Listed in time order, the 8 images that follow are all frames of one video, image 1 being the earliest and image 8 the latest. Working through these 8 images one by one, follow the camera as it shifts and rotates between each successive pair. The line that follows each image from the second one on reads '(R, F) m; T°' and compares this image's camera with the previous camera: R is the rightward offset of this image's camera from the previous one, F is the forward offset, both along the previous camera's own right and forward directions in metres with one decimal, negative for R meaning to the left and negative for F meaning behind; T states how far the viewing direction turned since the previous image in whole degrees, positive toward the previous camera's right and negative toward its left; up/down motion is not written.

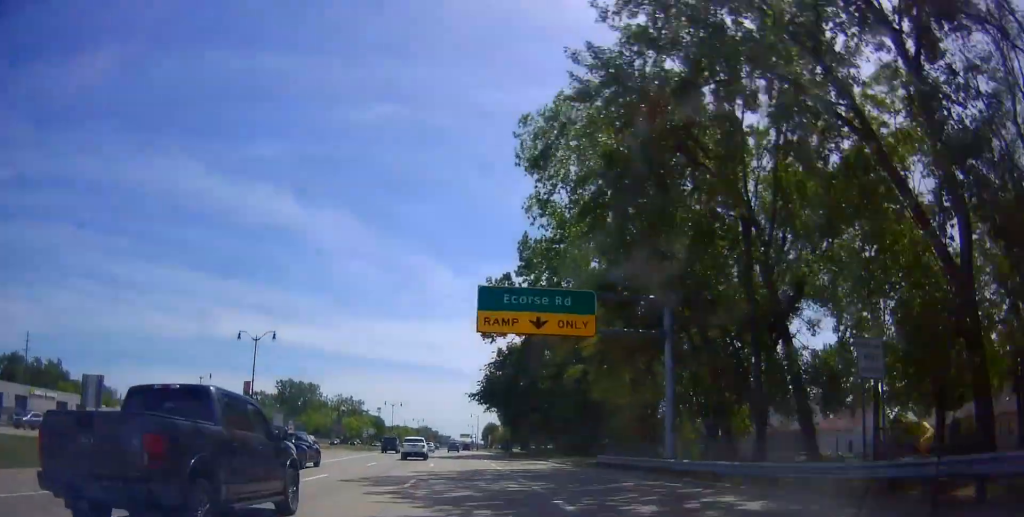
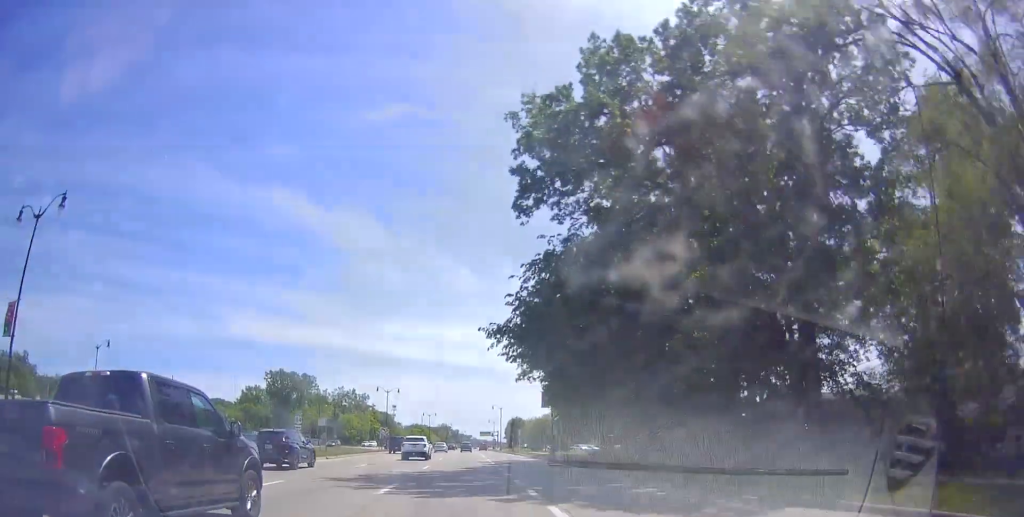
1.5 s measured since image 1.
(-0.5, +34.6) m; -1°
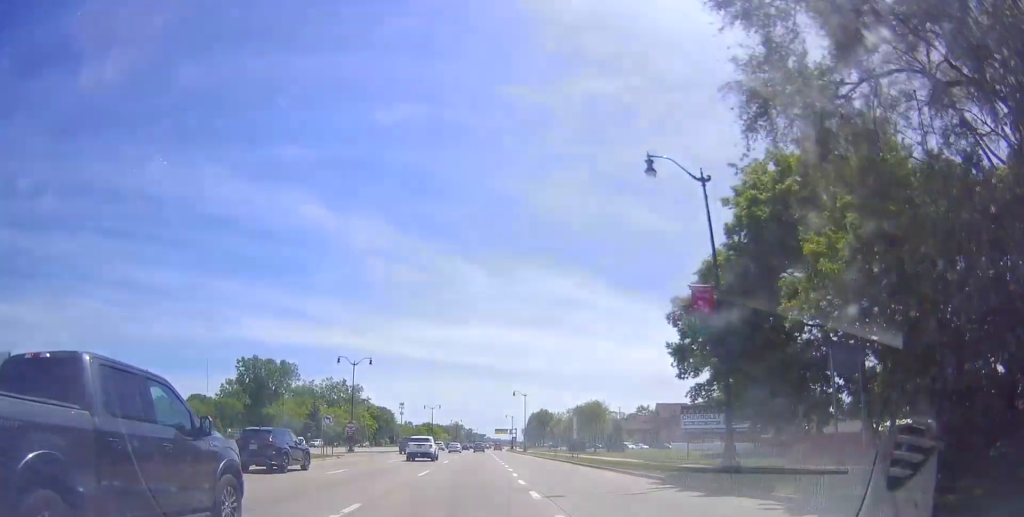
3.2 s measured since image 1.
(0.0, +36.9) m; -2°
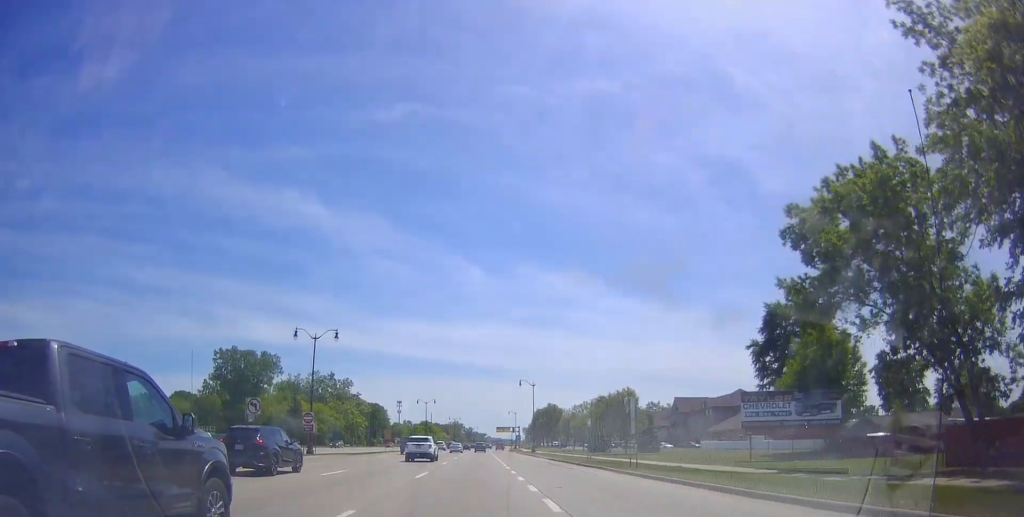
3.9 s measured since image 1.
(-0.3, +16.0) m; 0°
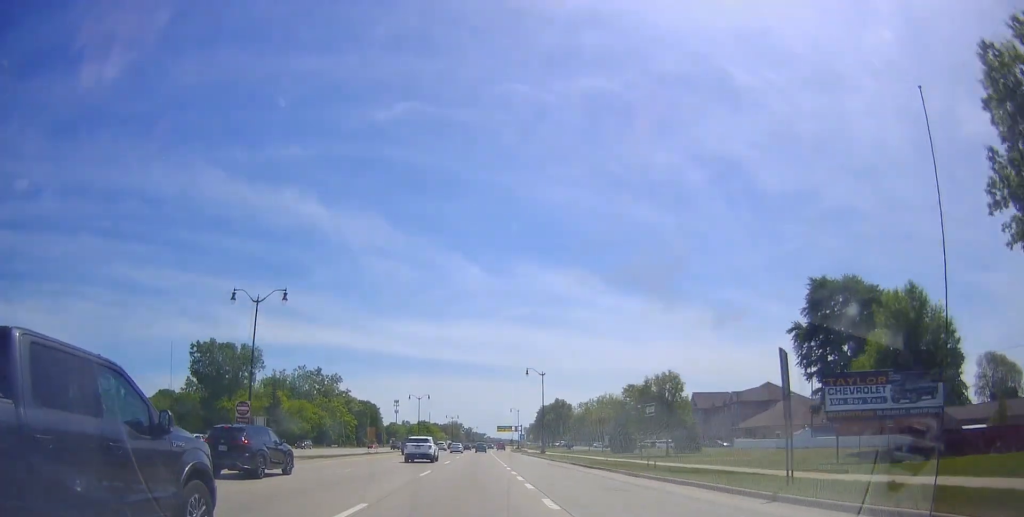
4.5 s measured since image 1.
(-0.1, +13.8) m; 0°
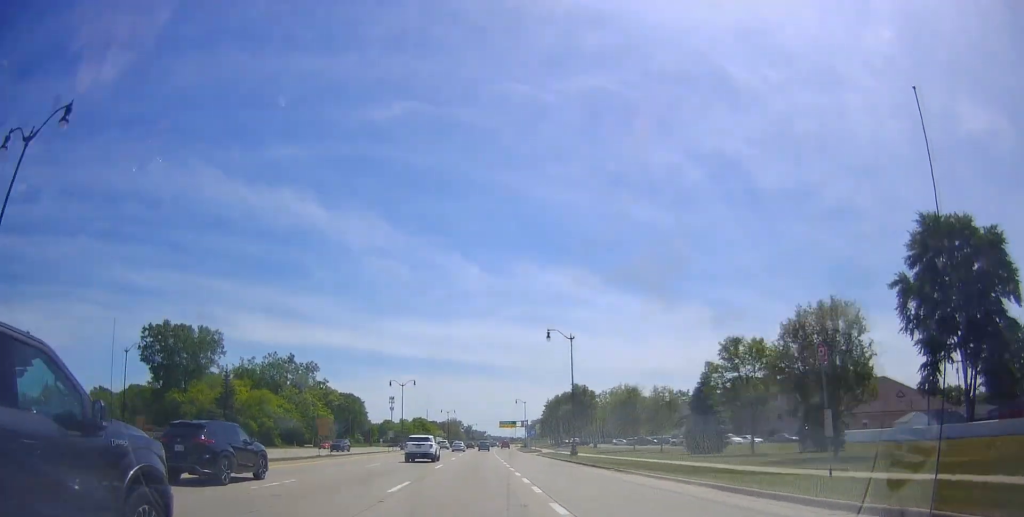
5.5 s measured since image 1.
(+0.3, +23.9) m; 0°
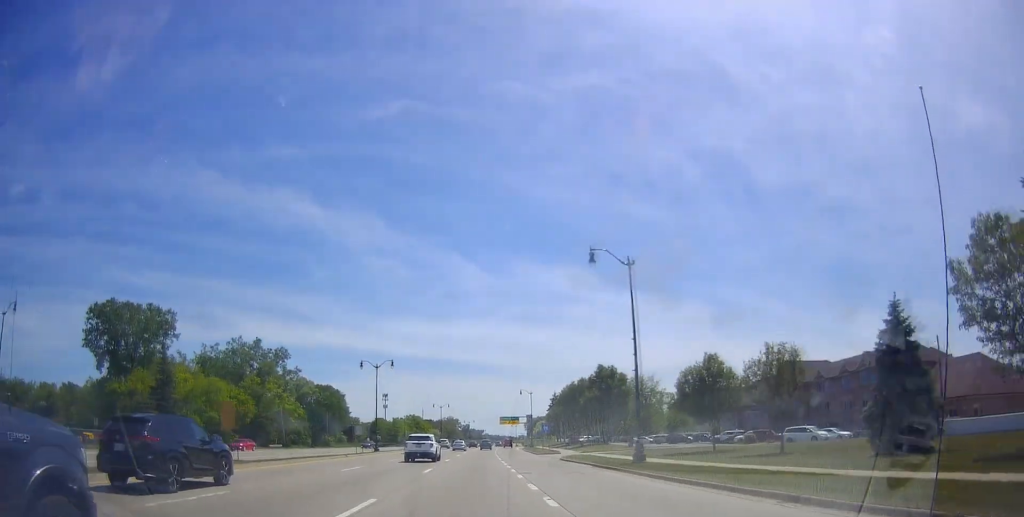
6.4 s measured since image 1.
(-0.2, +20.9) m; -1°
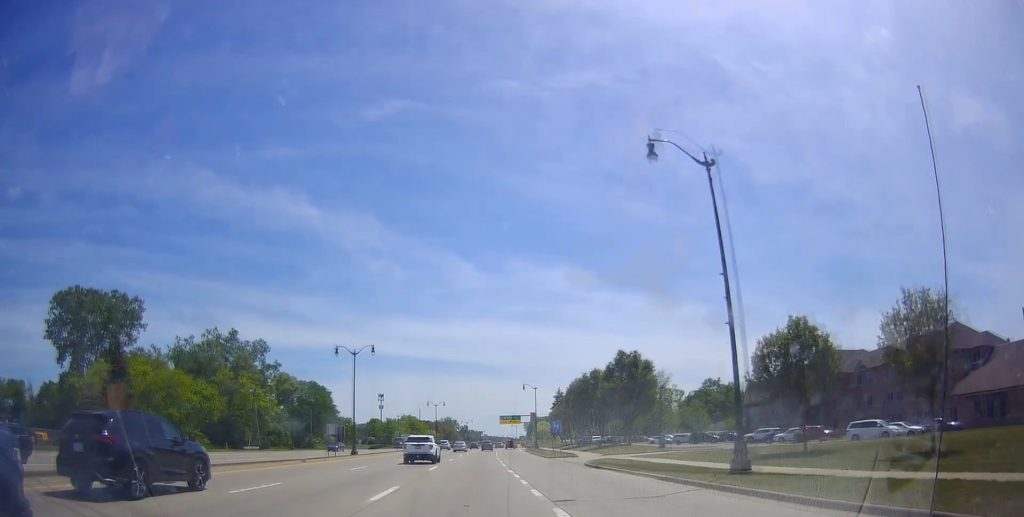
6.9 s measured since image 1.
(-0.1, +11.7) m; 0°
